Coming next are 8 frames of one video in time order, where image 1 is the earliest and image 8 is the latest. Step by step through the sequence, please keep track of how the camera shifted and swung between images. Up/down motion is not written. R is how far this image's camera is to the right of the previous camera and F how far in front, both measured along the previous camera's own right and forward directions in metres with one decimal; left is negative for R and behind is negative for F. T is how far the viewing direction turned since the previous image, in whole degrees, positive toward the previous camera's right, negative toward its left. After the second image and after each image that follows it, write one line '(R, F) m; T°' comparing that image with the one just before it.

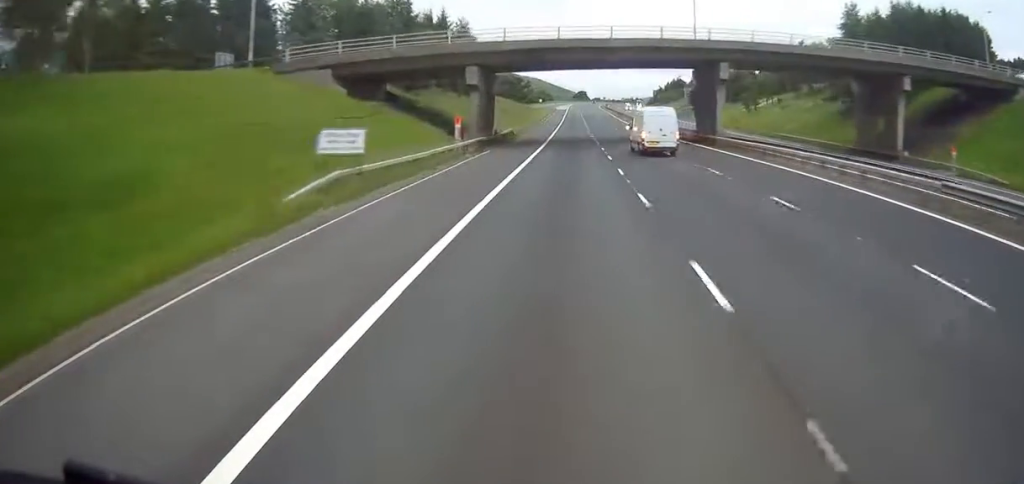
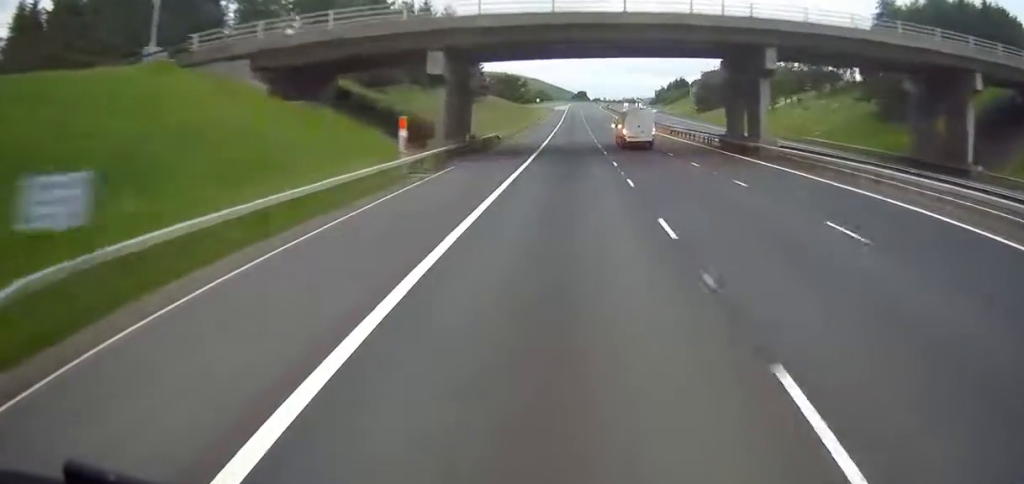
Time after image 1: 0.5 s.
(0.0, +12.9) m; 0°
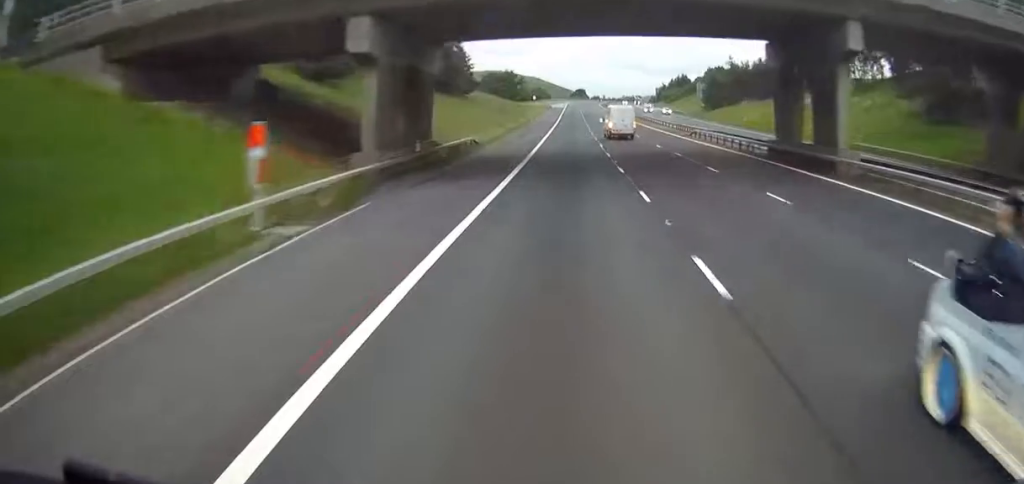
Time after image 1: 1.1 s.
(-0.1, +12.8) m; 0°
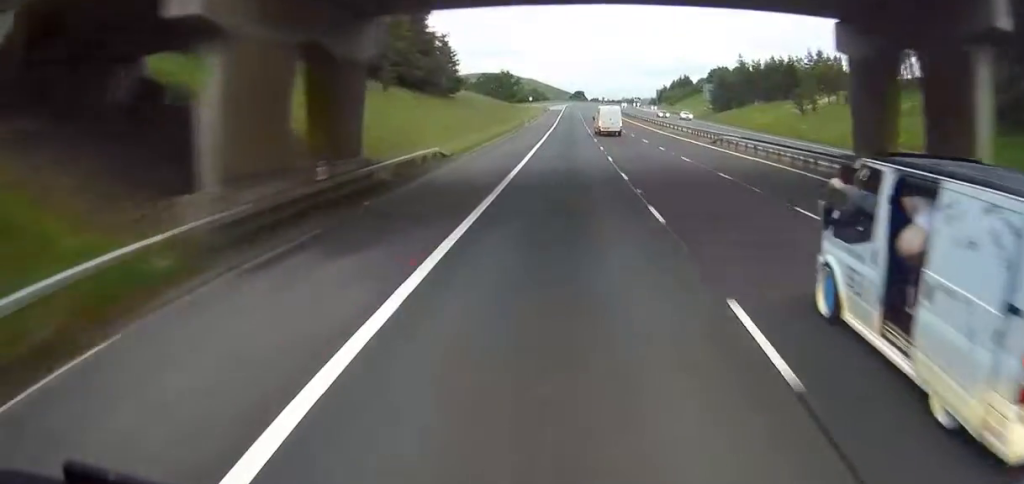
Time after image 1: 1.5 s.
(0.0, +11.2) m; 0°
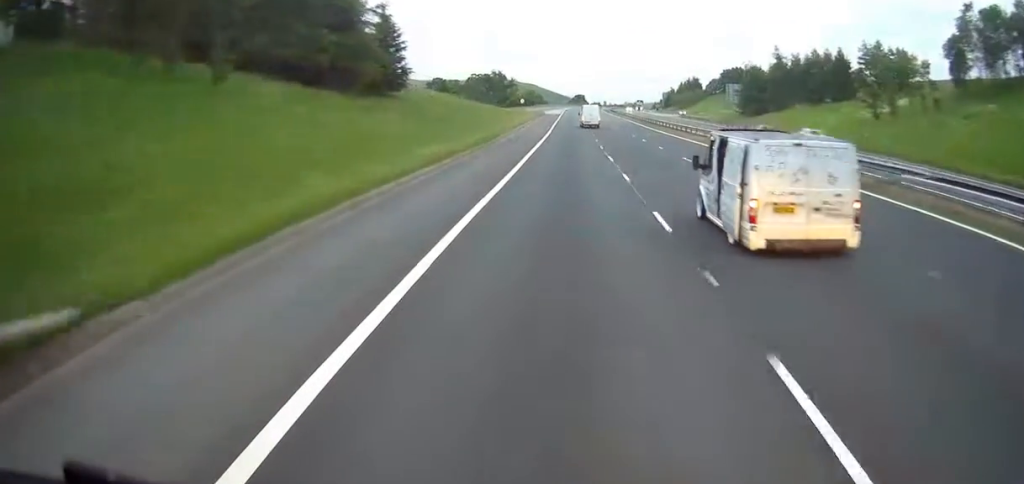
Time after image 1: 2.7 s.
(-0.3, +28.0) m; -1°
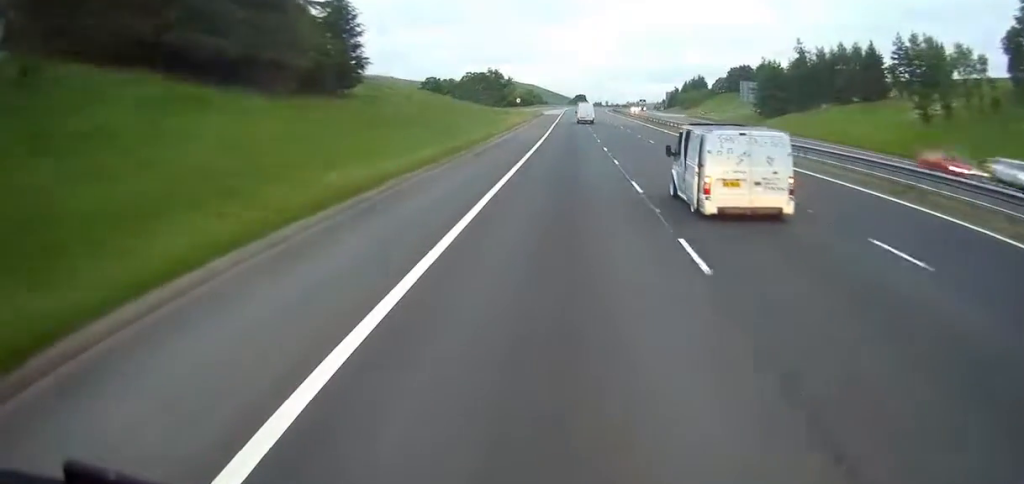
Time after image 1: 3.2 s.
(-0.4, +12.8) m; 0°
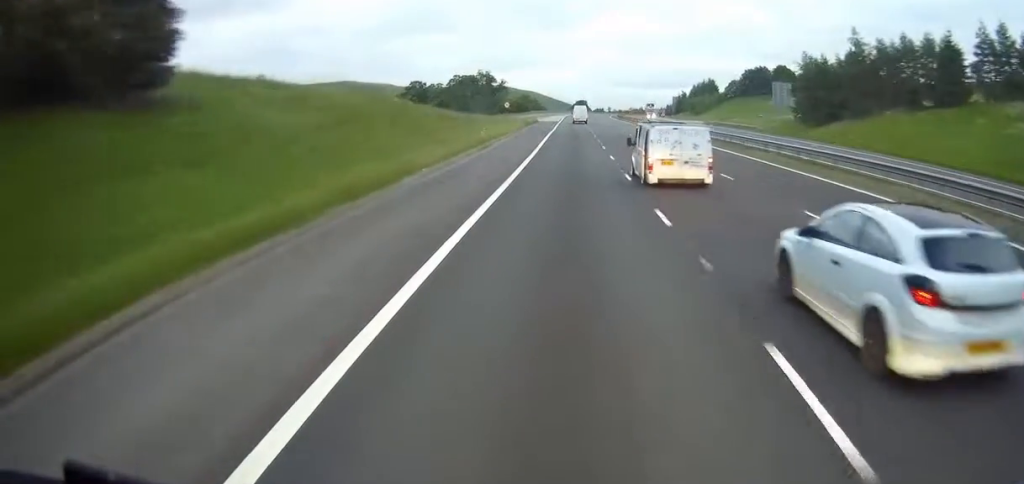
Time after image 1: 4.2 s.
(+0.8, +23.7) m; +2°
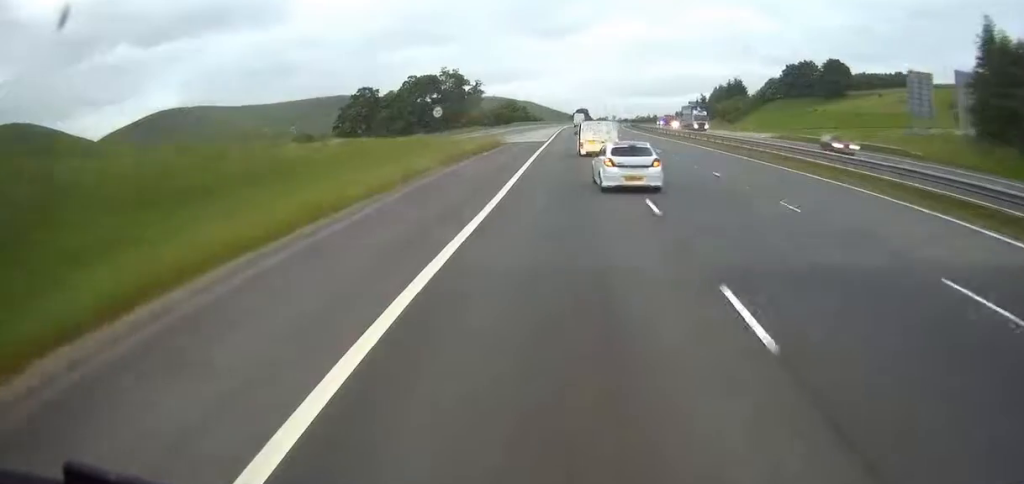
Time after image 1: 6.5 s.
(-0.5, +52.6) m; -1°
